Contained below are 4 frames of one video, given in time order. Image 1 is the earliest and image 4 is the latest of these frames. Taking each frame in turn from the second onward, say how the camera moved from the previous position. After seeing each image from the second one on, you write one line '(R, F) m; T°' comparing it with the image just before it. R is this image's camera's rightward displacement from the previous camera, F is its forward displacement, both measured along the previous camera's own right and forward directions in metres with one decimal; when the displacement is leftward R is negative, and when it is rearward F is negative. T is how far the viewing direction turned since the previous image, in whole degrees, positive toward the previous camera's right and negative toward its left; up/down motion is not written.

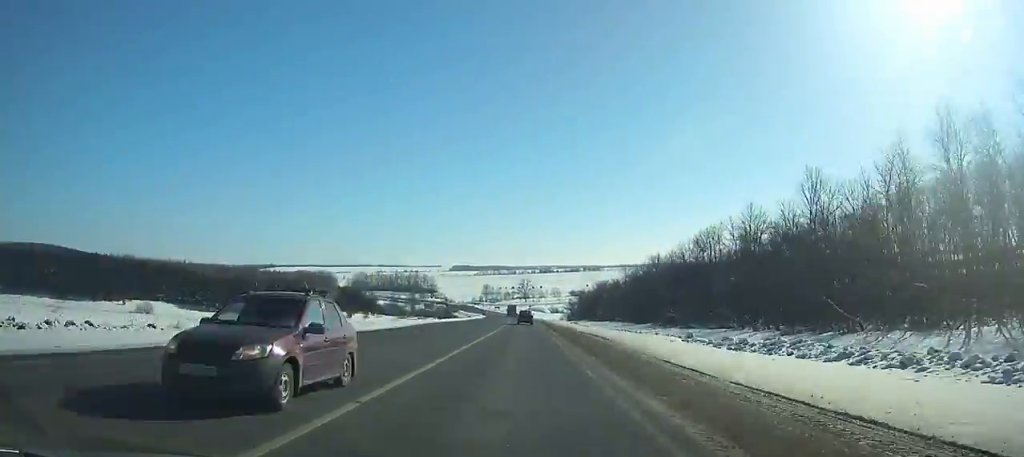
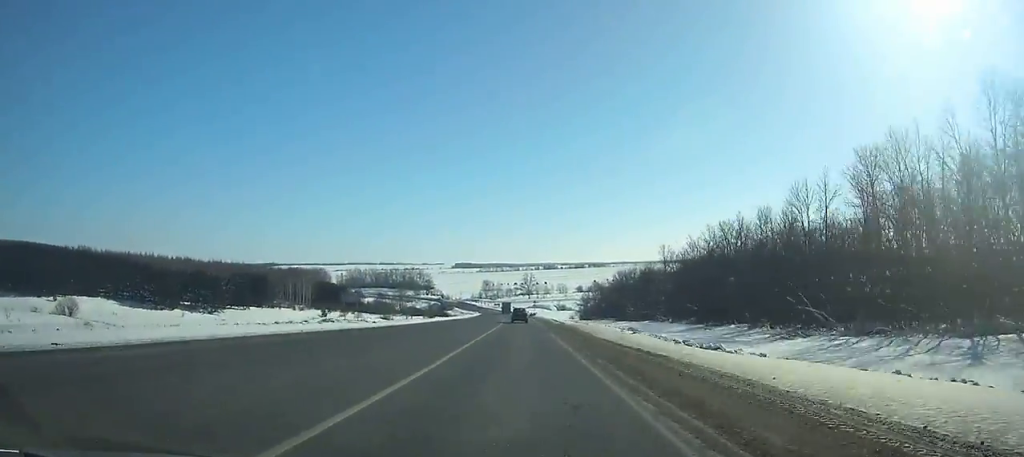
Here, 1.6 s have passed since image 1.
(+0.3, +45.3) m; 0°
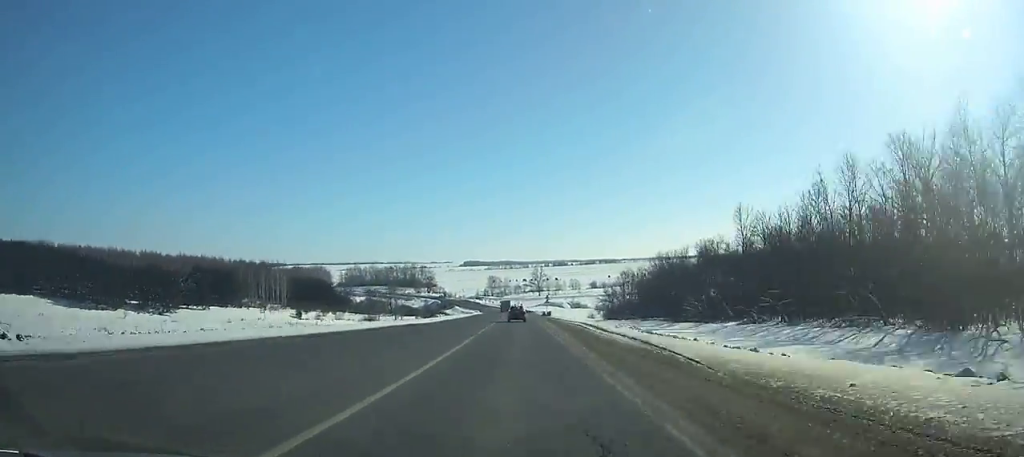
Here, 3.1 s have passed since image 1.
(-0.2, +42.4) m; -1°
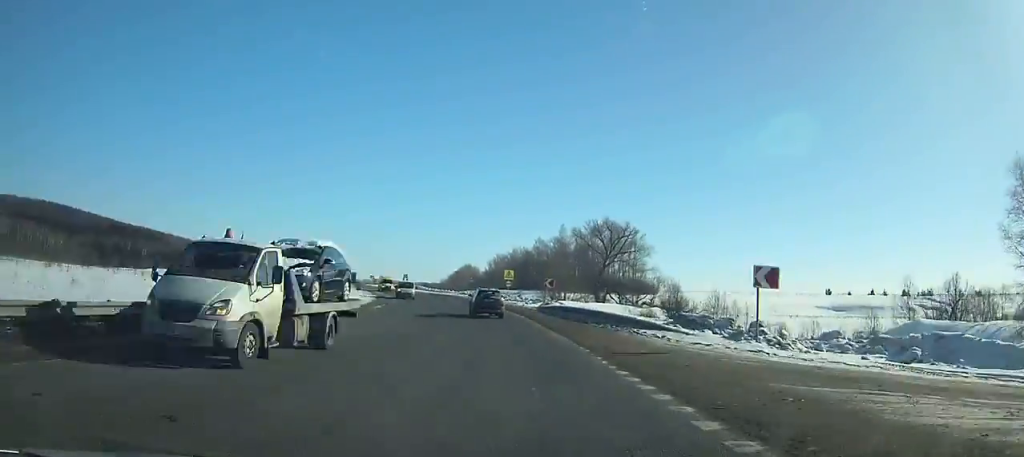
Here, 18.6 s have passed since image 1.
(-52.0, +395.0) m; -25°
